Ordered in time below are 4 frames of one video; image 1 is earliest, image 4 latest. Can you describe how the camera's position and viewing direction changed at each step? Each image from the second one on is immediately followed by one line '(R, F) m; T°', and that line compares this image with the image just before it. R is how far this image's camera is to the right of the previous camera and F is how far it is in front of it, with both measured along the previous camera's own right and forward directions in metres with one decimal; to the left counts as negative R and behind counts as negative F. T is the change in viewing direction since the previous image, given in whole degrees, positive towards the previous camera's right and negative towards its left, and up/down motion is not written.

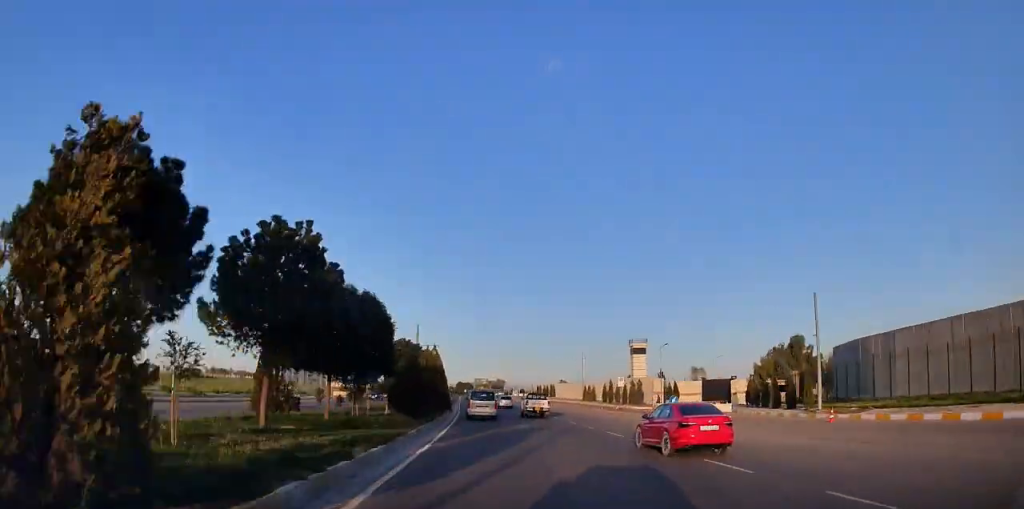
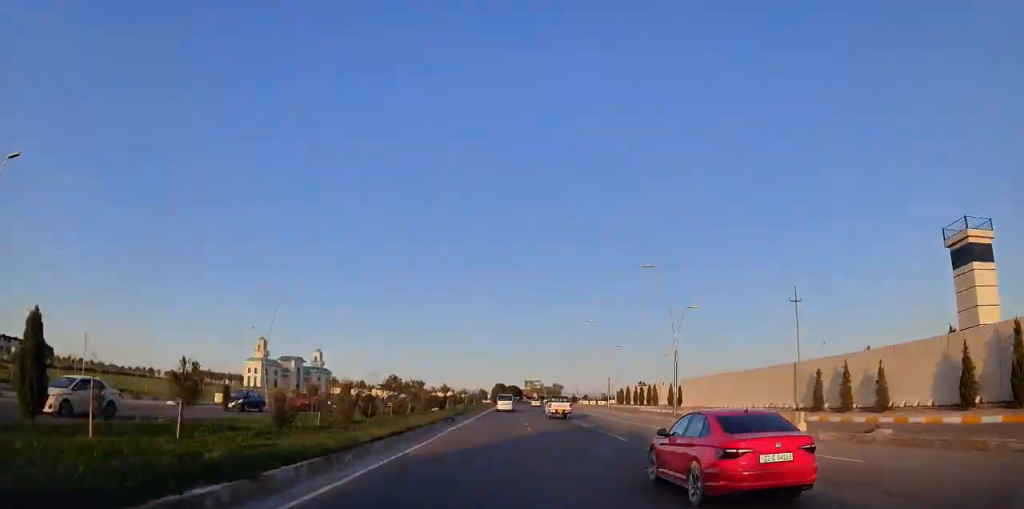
(-3.4, +81.8) m; -4°
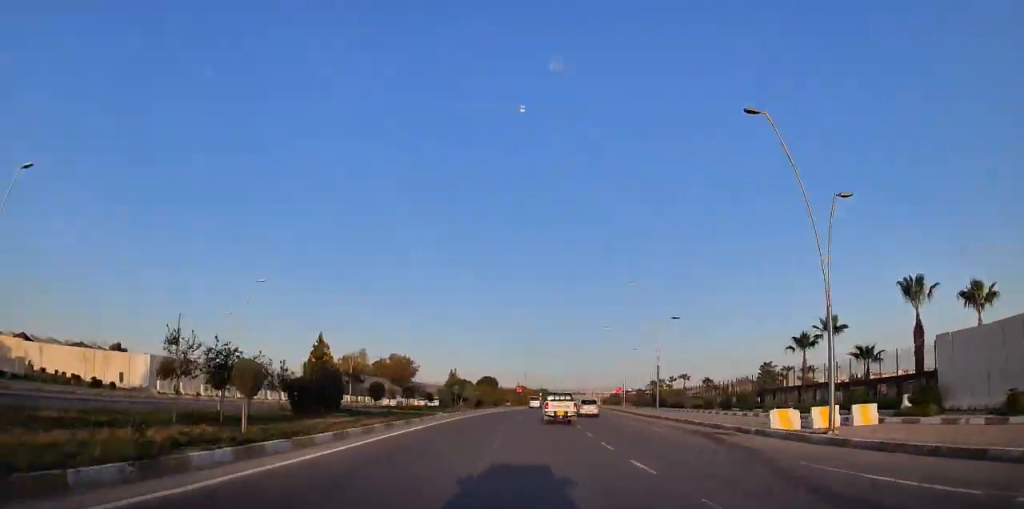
(+20.1, +215.7) m; +14°
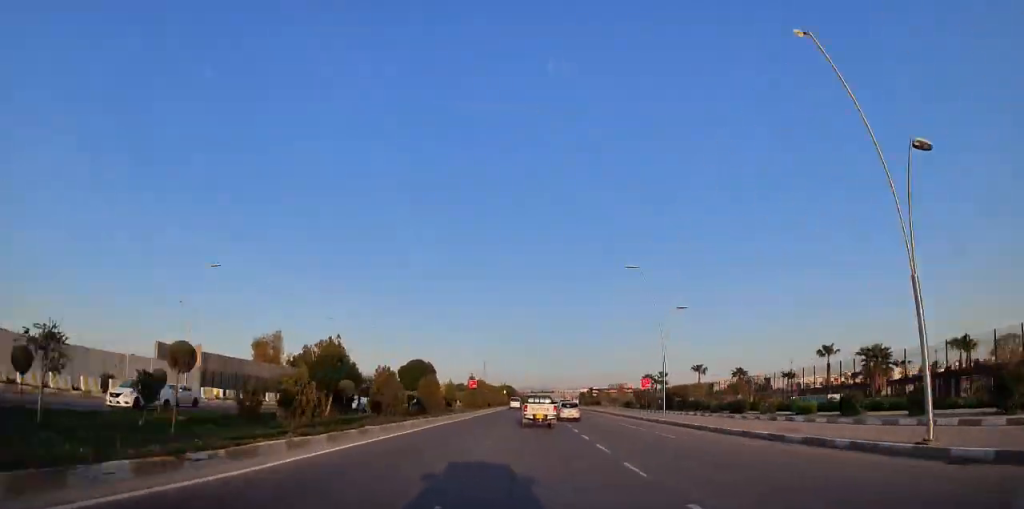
(+1.0, +40.0) m; +3°
